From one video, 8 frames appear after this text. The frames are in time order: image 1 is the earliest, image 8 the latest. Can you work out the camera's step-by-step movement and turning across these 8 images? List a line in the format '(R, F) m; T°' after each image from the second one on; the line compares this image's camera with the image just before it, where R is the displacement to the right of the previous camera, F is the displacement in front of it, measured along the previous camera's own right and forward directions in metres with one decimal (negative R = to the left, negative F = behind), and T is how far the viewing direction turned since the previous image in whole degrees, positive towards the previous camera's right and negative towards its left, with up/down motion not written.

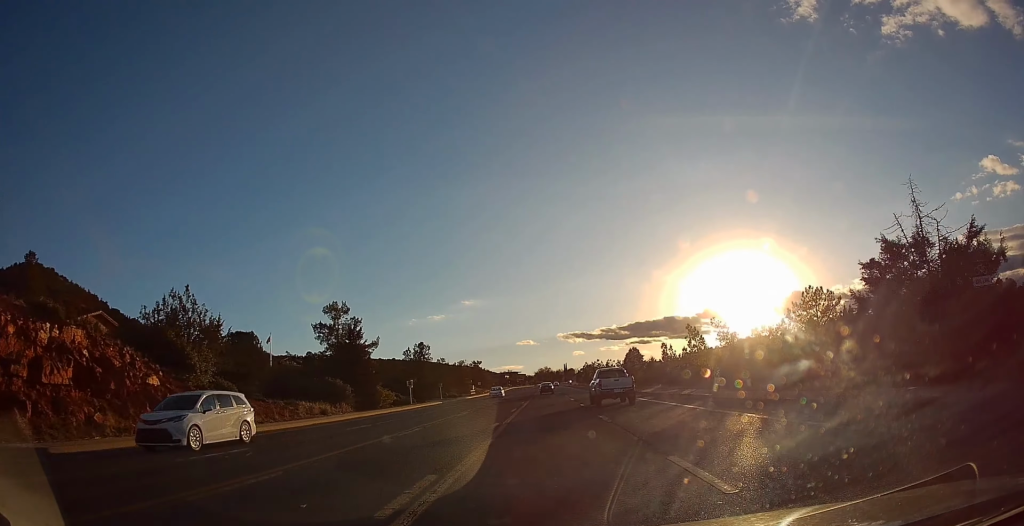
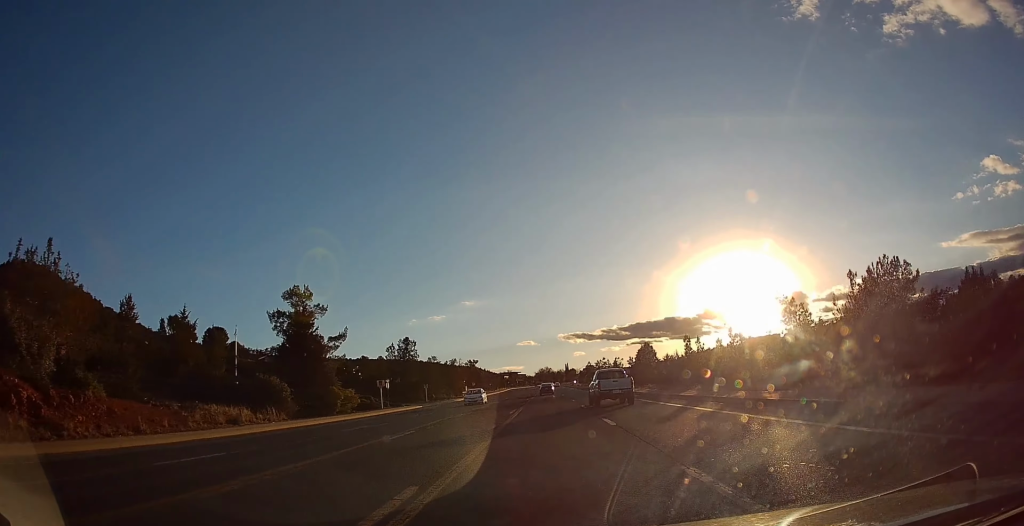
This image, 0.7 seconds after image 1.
(-0.1, +13.0) m; 0°
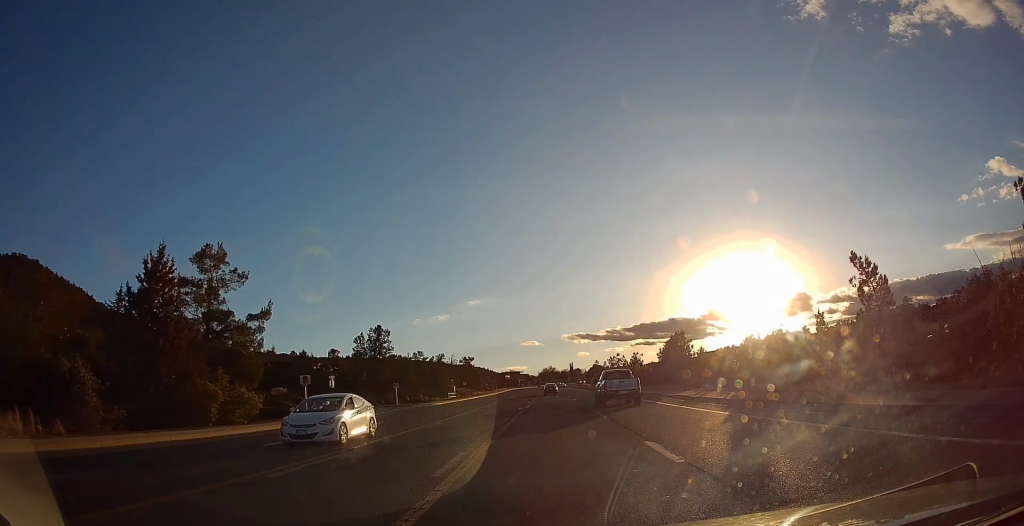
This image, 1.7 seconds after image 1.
(-0.1, +19.2) m; 0°
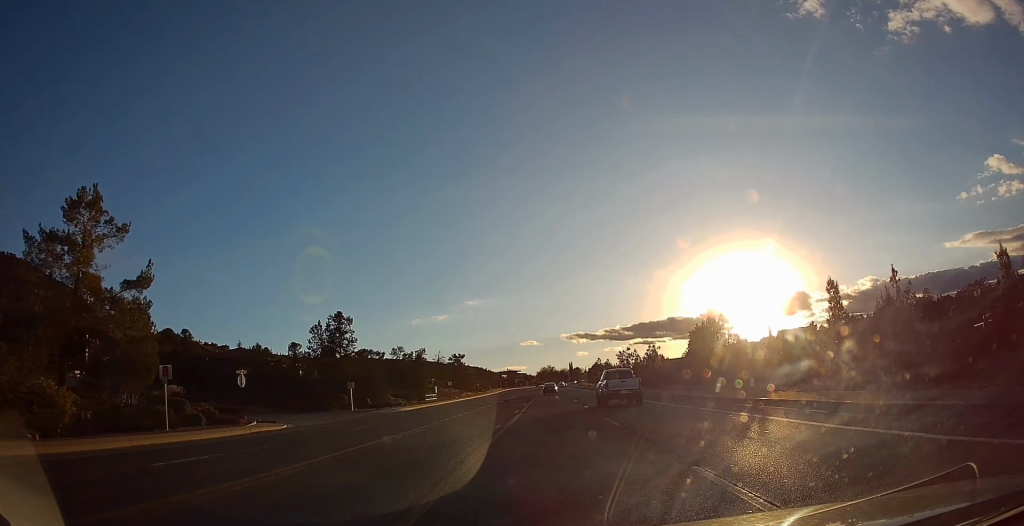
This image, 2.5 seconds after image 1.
(+0.1, +15.3) m; 0°
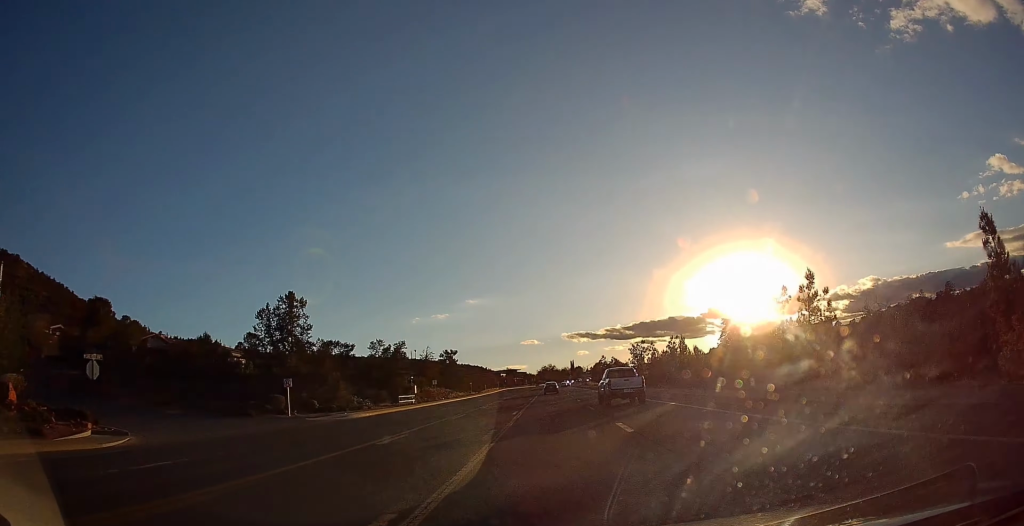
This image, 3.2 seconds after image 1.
(+0.2, +13.6) m; 0°
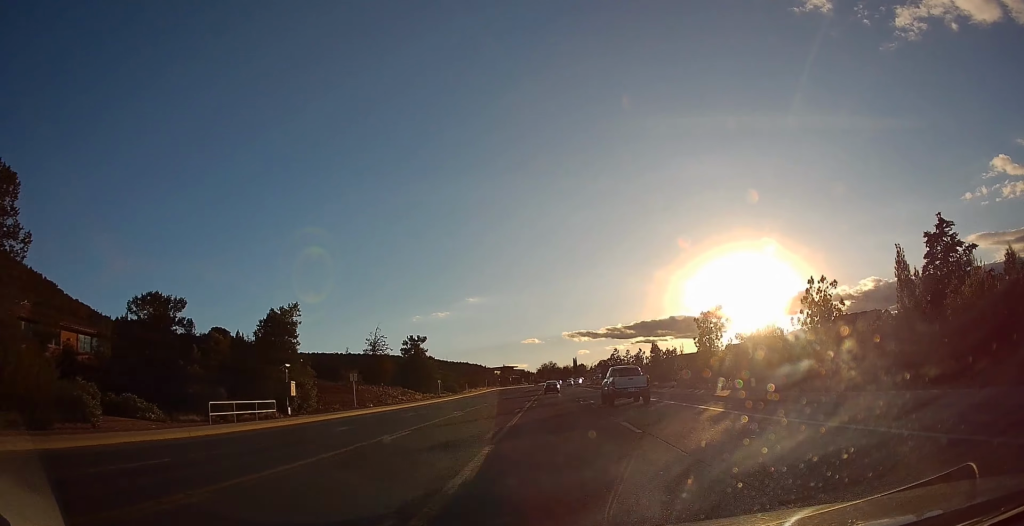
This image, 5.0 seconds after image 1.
(-0.7, +35.5) m; 0°
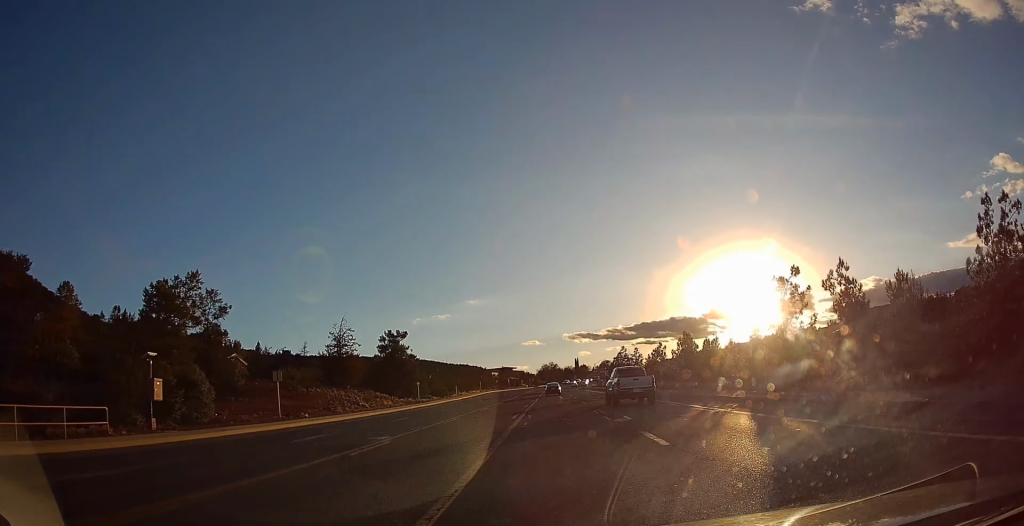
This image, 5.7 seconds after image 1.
(+0.2, +14.5) m; -1°
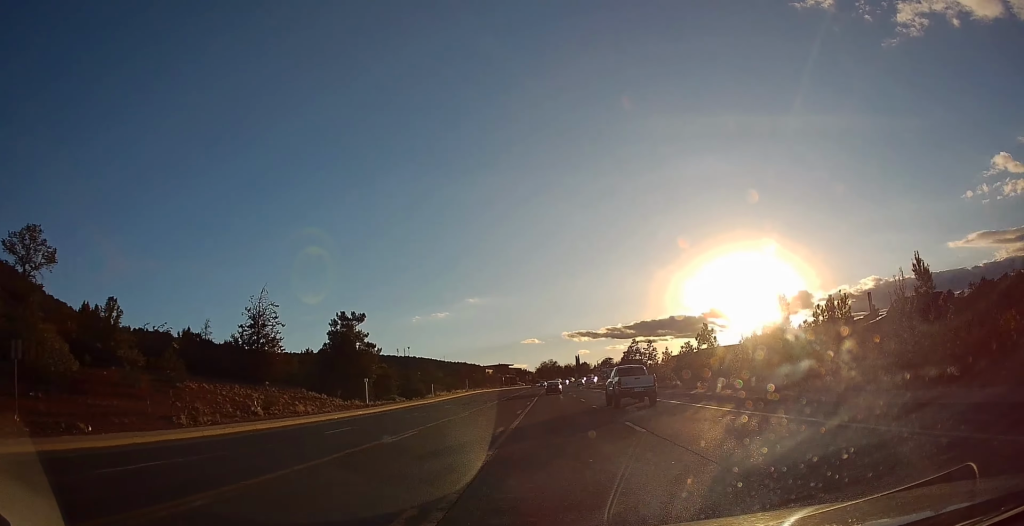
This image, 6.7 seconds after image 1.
(-0.4, +20.4) m; -3°
